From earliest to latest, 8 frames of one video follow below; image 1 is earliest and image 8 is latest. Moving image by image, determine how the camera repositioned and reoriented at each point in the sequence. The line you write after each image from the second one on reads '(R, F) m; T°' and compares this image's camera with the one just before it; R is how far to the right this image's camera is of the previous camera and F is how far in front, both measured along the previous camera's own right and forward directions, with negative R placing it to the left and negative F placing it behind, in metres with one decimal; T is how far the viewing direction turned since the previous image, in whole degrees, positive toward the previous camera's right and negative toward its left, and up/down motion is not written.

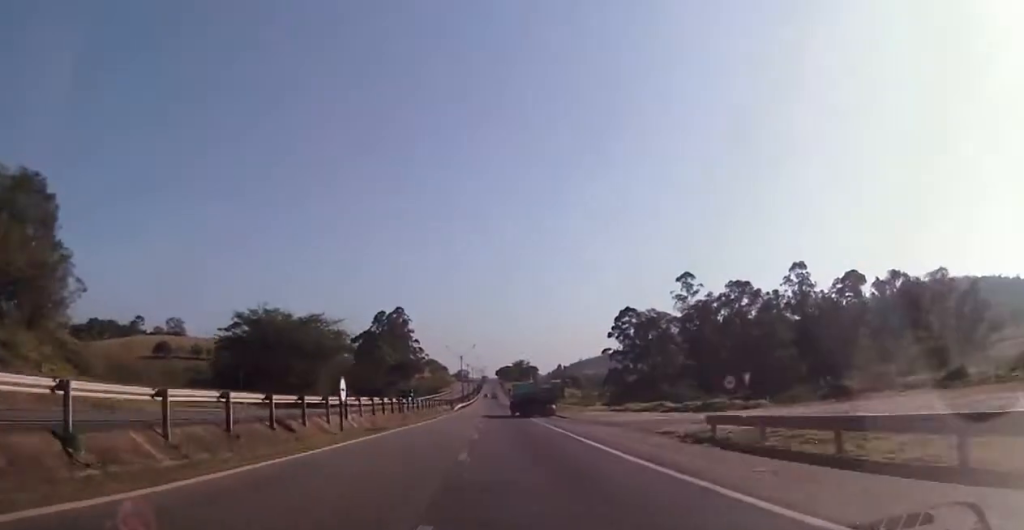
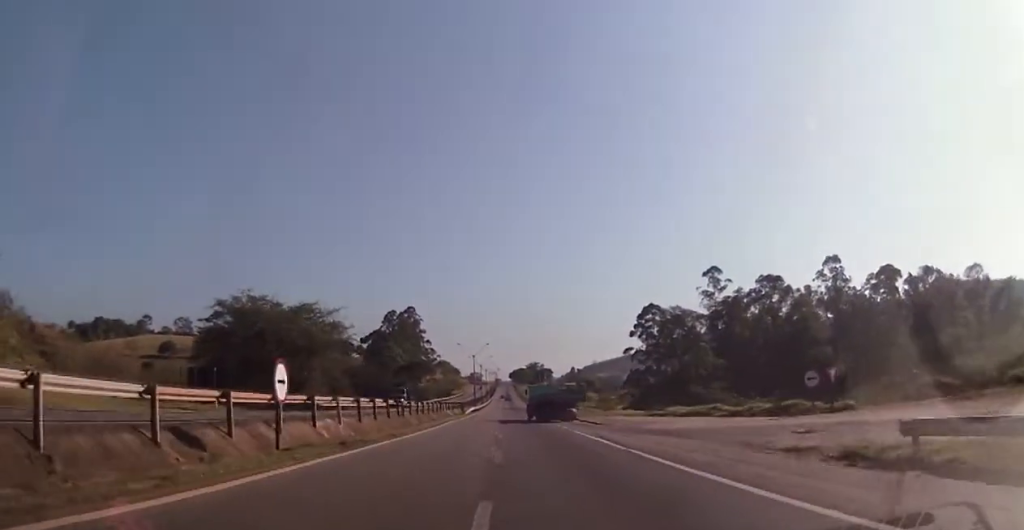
(+0.6, +10.1) m; +1°
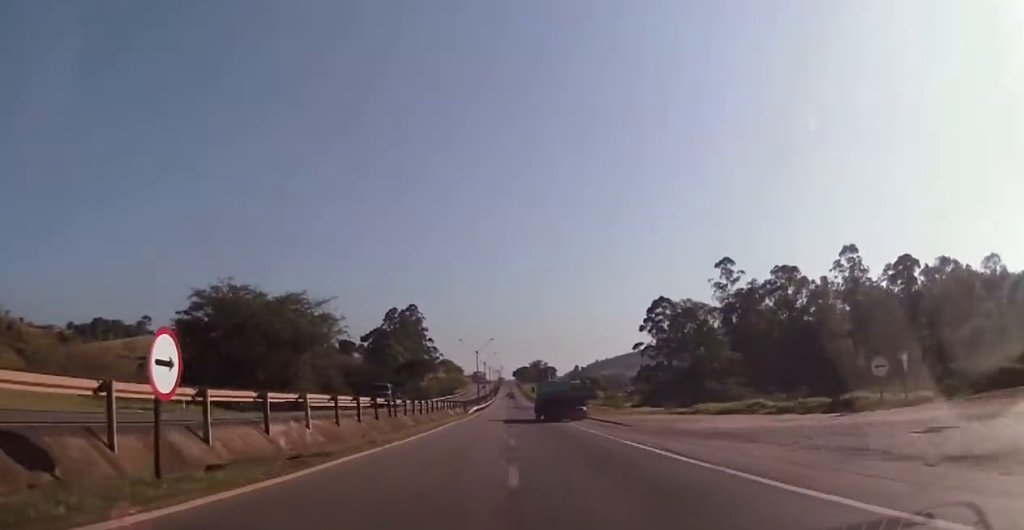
(+0.1, +6.3) m; 0°
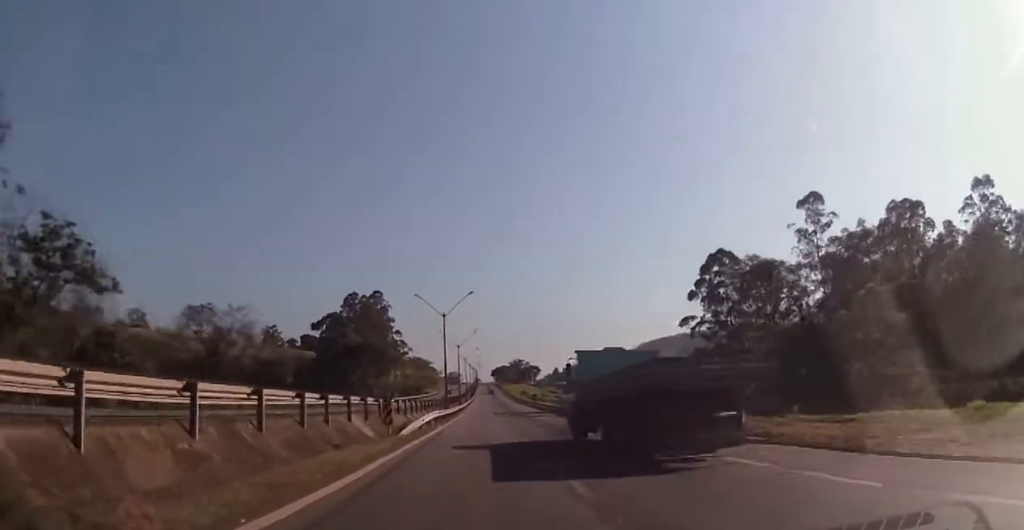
(-0.7, +47.3) m; 0°
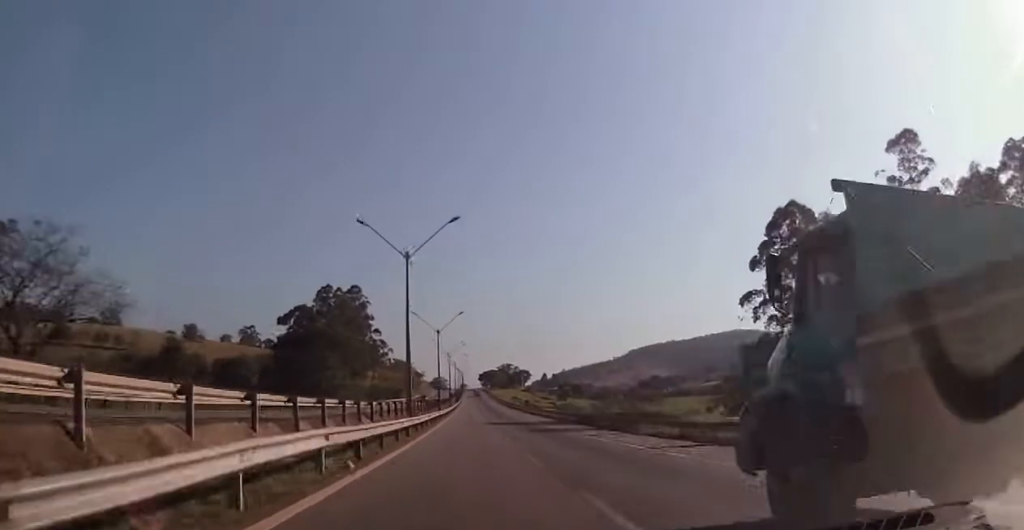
(+0.2, +26.5) m; +2°
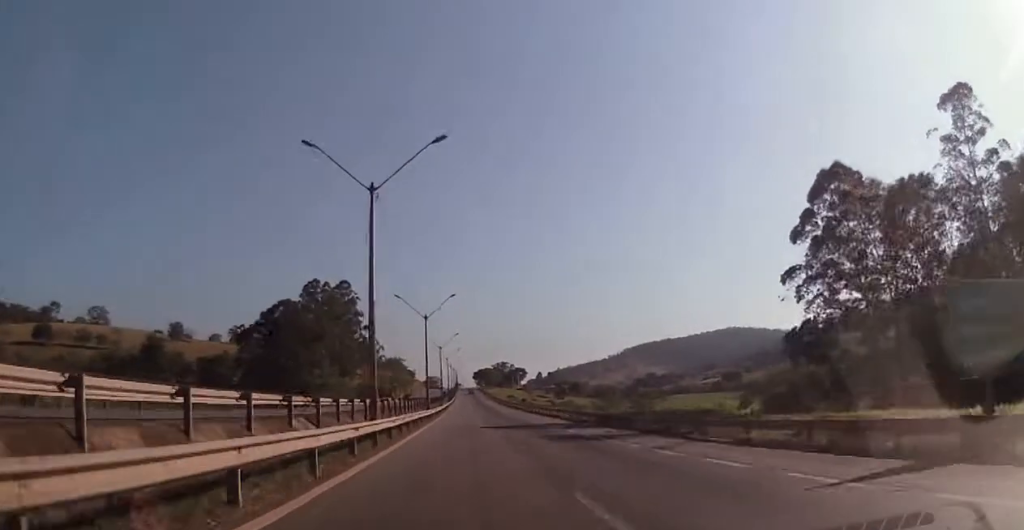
(0.0, +11.2) m; +1°
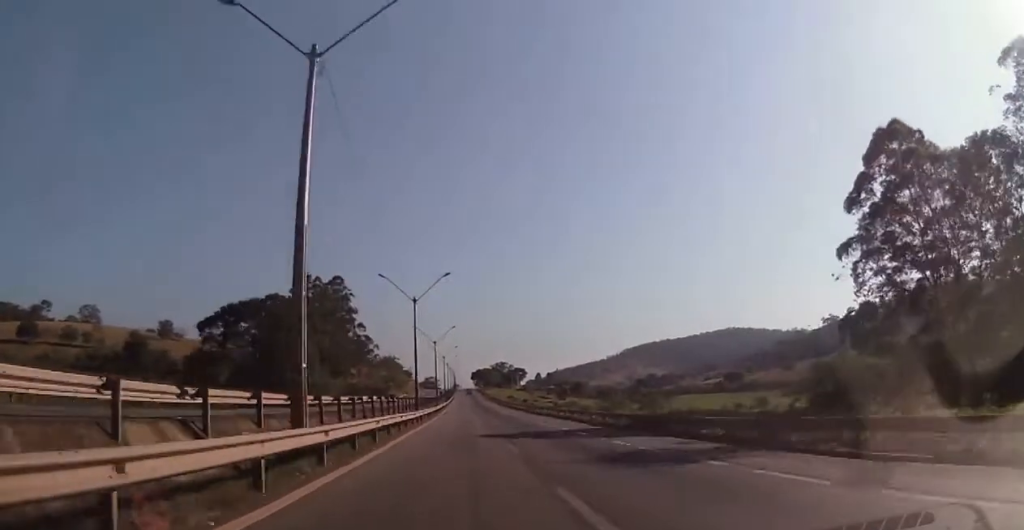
(+0.2, +10.6) m; 0°
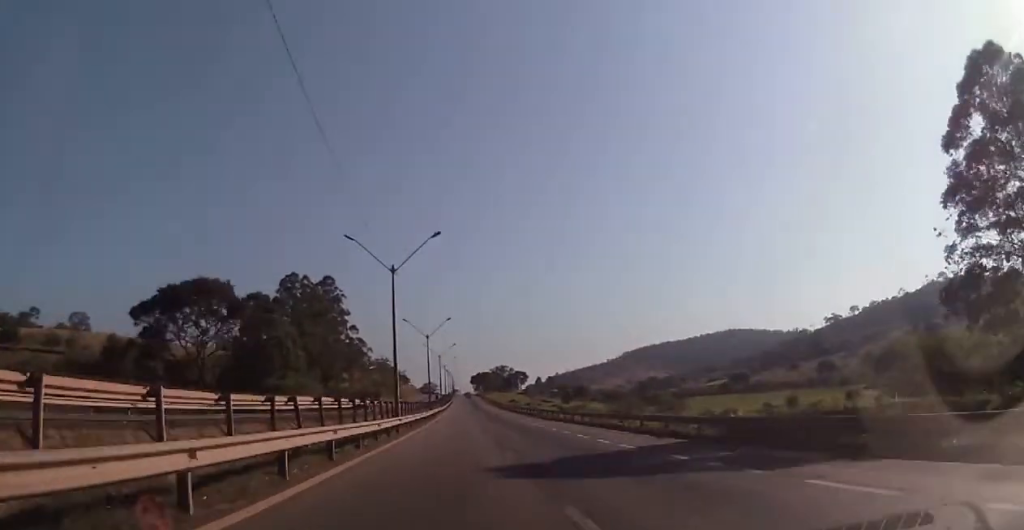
(+0.1, +13.6) m; 0°
